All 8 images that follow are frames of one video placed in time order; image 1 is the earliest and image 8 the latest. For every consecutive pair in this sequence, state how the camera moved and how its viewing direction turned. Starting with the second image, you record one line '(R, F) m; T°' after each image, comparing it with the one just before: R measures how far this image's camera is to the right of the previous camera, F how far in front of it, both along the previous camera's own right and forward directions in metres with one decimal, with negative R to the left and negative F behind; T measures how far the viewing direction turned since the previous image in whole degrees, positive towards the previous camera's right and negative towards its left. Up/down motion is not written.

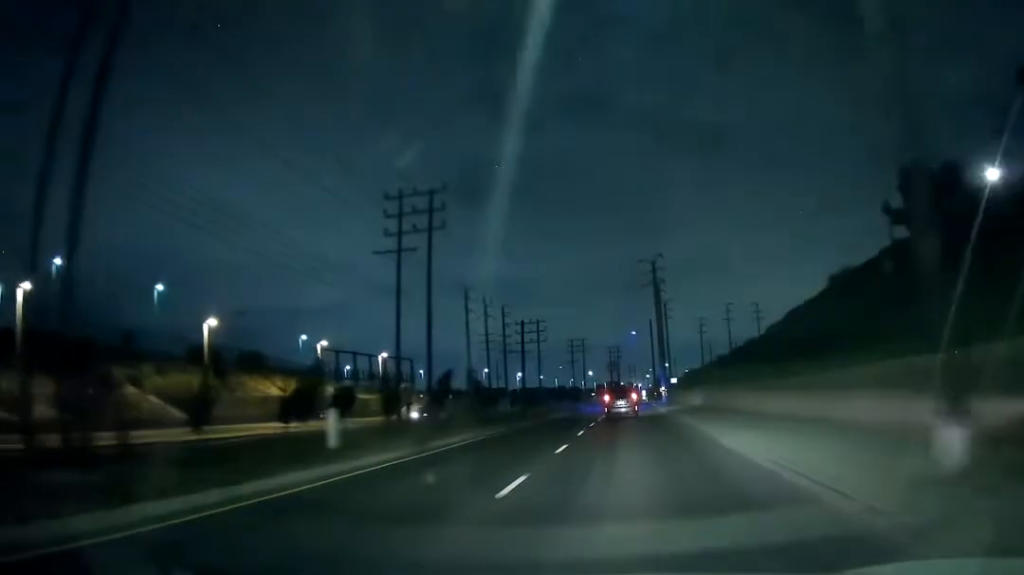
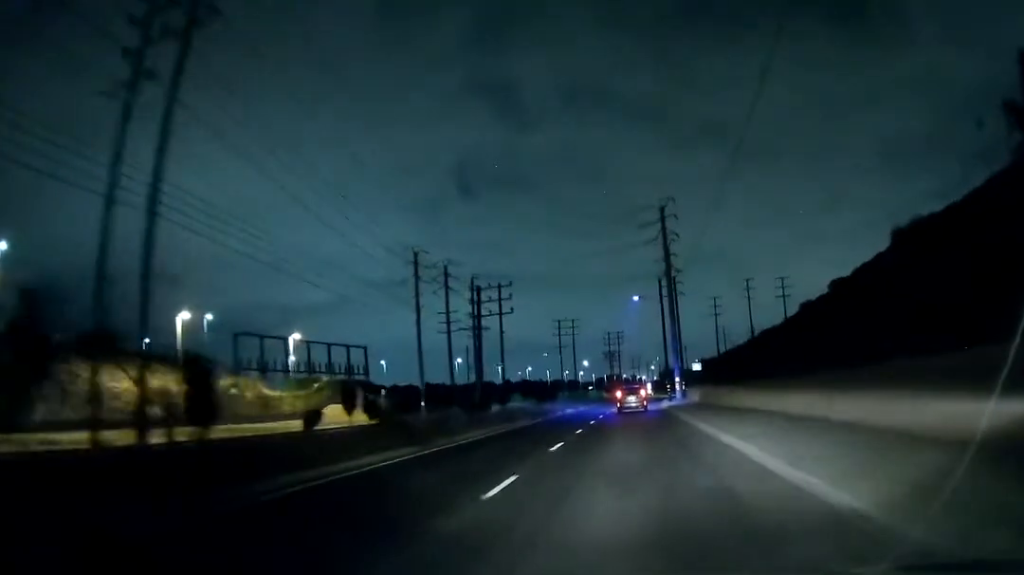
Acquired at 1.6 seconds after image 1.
(-0.7, +30.2) m; -2°
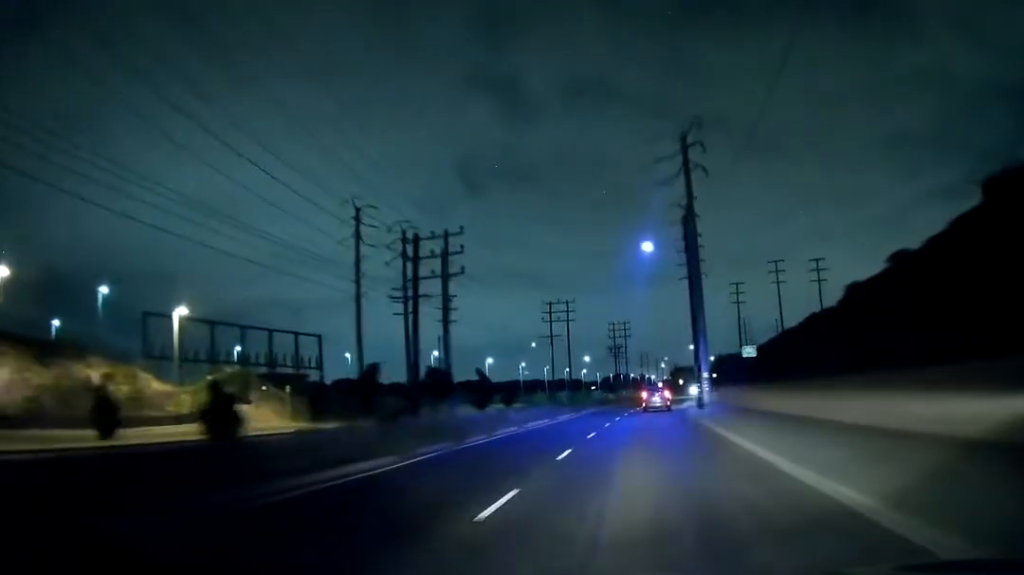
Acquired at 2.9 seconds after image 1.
(0.0, +23.4) m; 0°
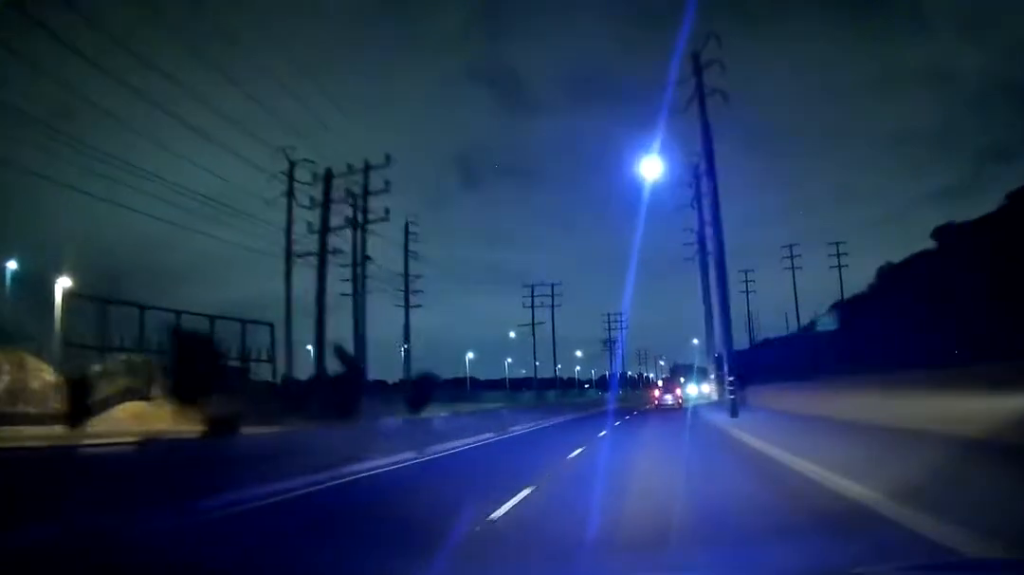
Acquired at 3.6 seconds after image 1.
(0.0, +15.4) m; 0°
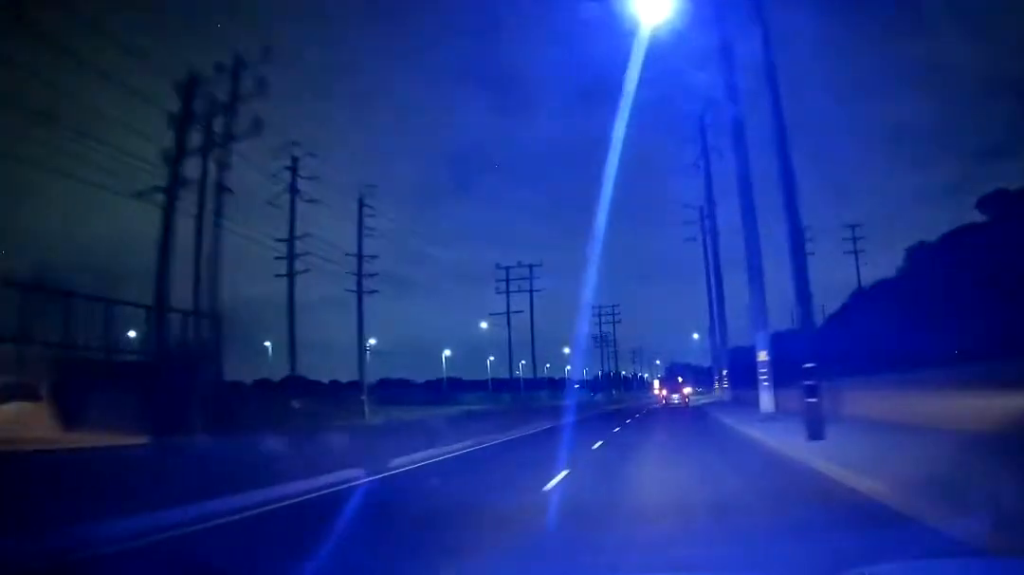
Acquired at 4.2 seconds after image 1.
(0.0, +12.3) m; 0°
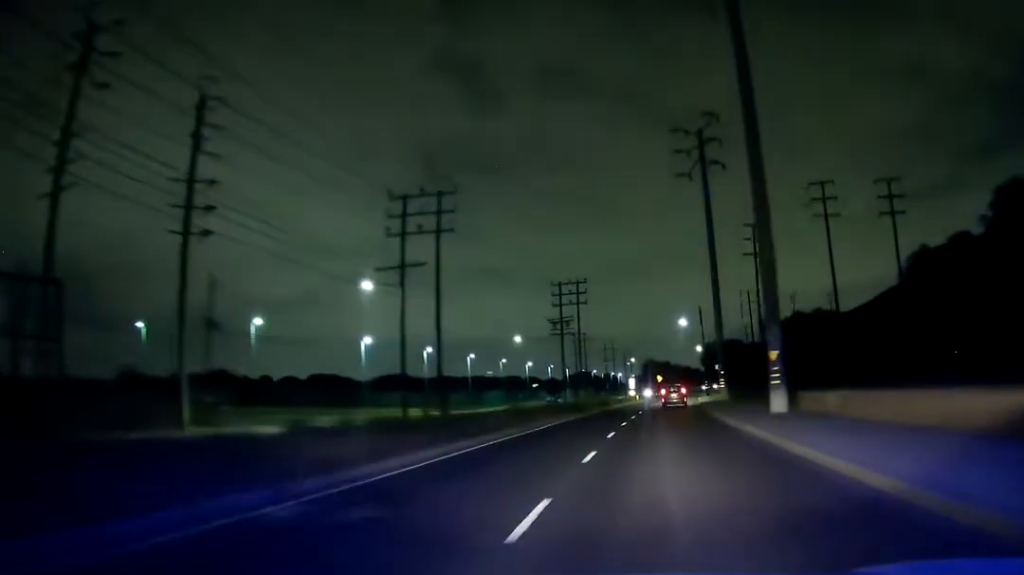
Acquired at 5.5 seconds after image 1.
(+0.4, +26.5) m; +2°
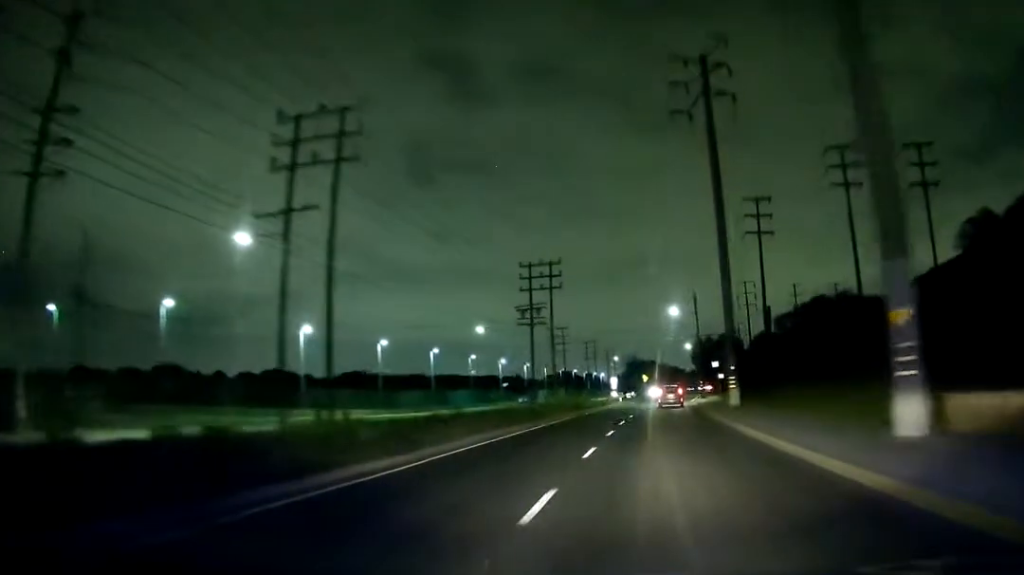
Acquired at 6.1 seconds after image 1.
(+0.1, +13.5) m; +1°
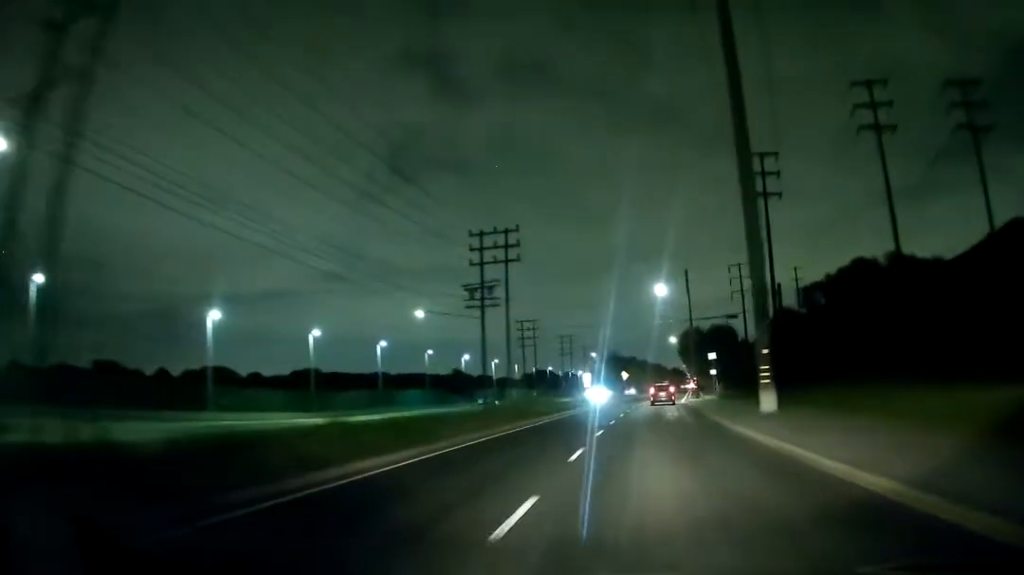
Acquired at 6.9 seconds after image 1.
(+0.1, +16.0) m; +1°
